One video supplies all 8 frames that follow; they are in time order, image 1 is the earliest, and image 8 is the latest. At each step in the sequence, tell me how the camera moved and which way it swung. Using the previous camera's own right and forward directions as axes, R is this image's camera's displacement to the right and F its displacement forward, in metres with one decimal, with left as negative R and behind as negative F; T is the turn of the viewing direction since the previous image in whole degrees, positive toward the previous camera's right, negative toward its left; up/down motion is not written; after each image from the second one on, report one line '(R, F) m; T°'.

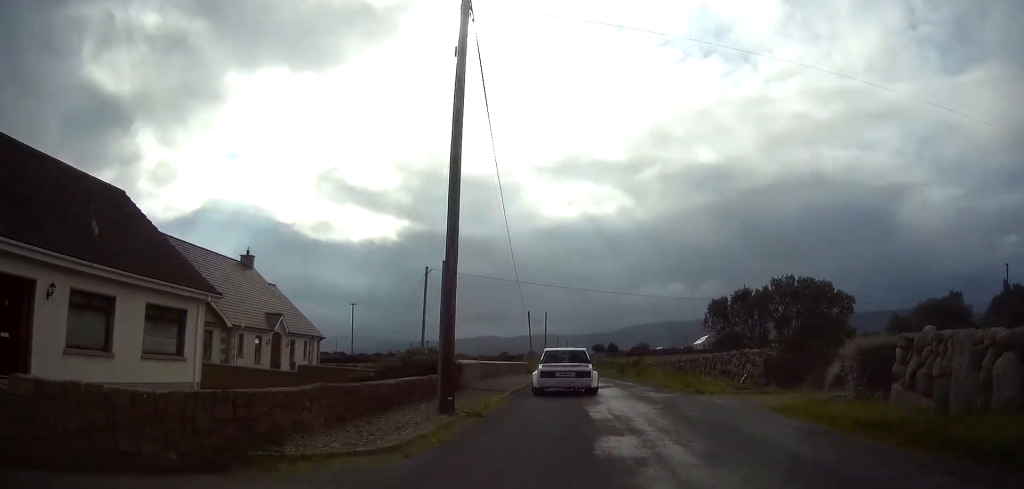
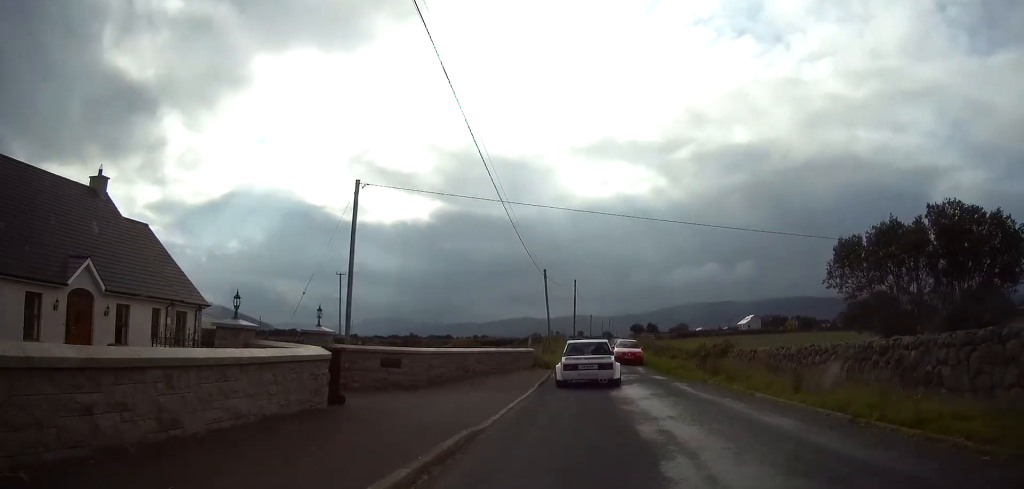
(-0.4, +22.8) m; -1°
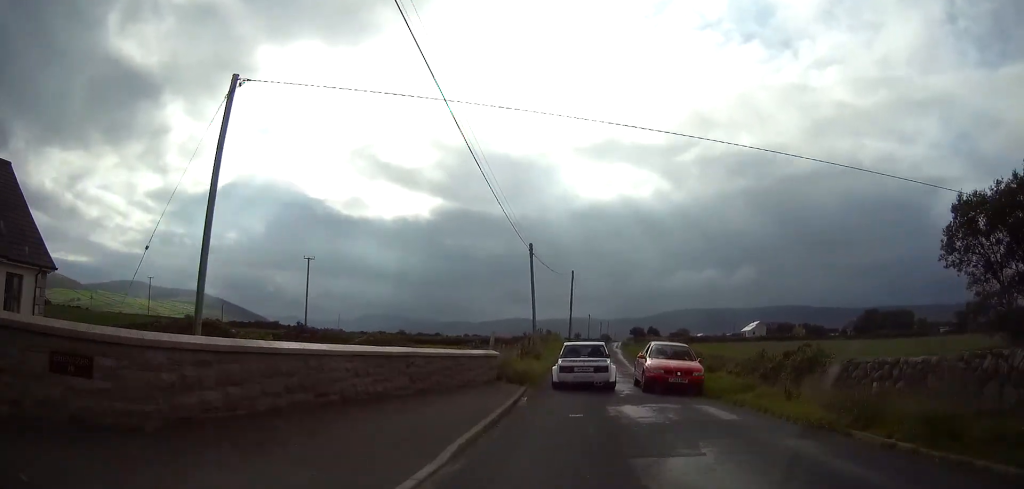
(0.0, +12.0) m; 0°
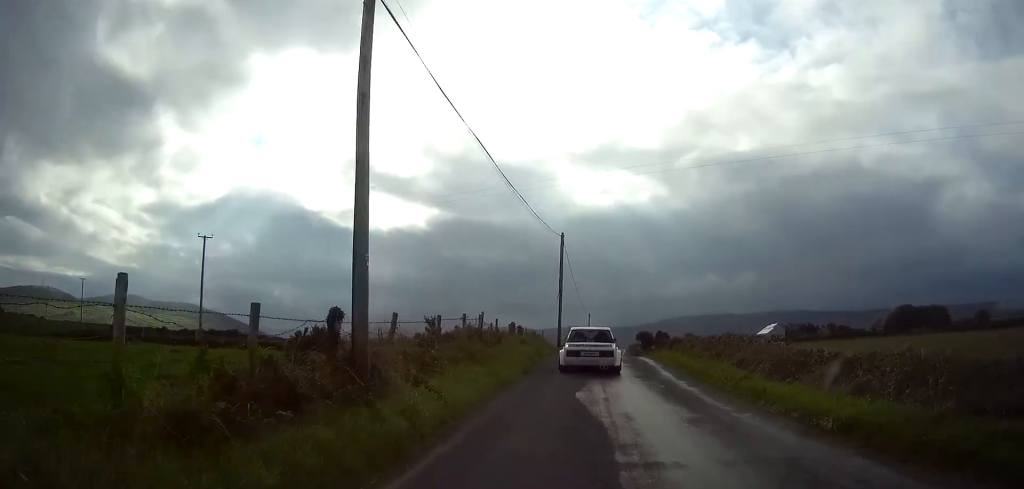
(0.0, +26.0) m; 0°
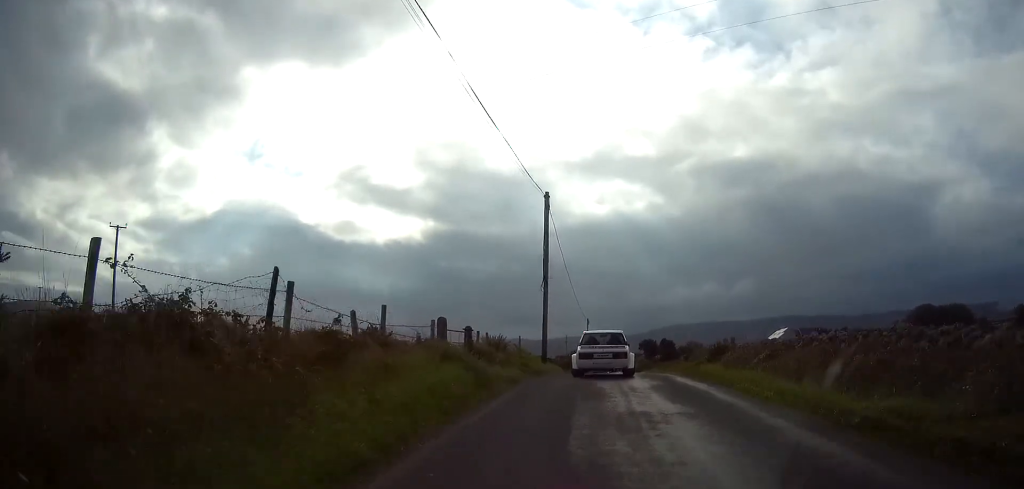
(-0.1, +14.0) m; +1°
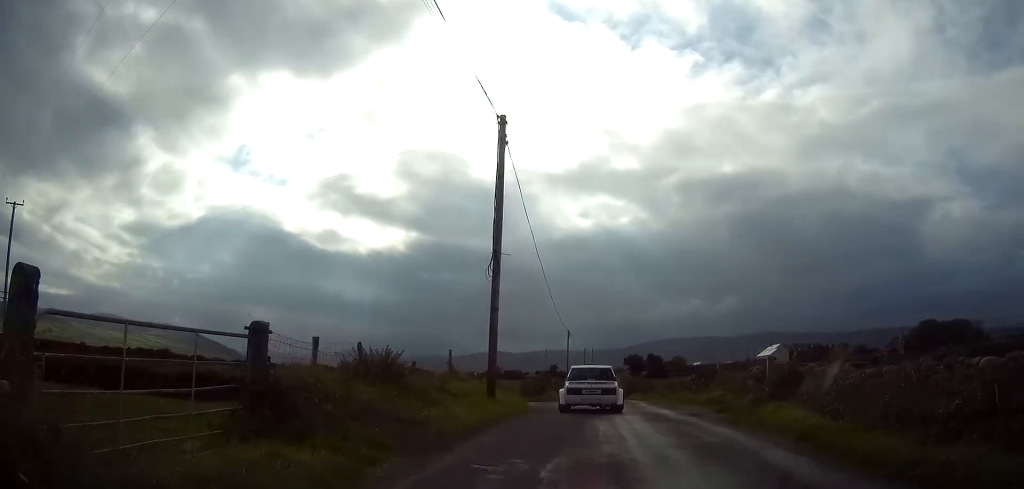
(+0.3, +11.5) m; +1°
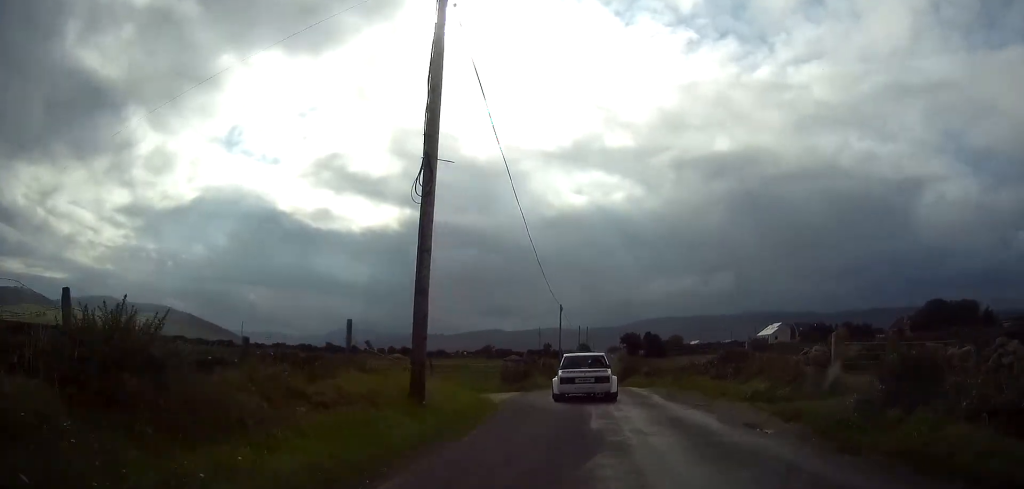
(0.0, +7.0) m; 0°
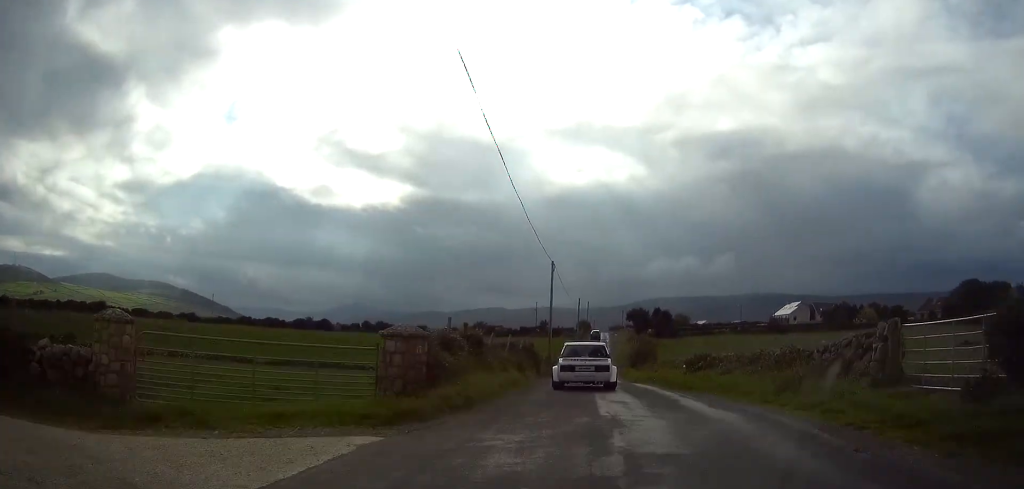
(-0.1, +17.7) m; 0°
